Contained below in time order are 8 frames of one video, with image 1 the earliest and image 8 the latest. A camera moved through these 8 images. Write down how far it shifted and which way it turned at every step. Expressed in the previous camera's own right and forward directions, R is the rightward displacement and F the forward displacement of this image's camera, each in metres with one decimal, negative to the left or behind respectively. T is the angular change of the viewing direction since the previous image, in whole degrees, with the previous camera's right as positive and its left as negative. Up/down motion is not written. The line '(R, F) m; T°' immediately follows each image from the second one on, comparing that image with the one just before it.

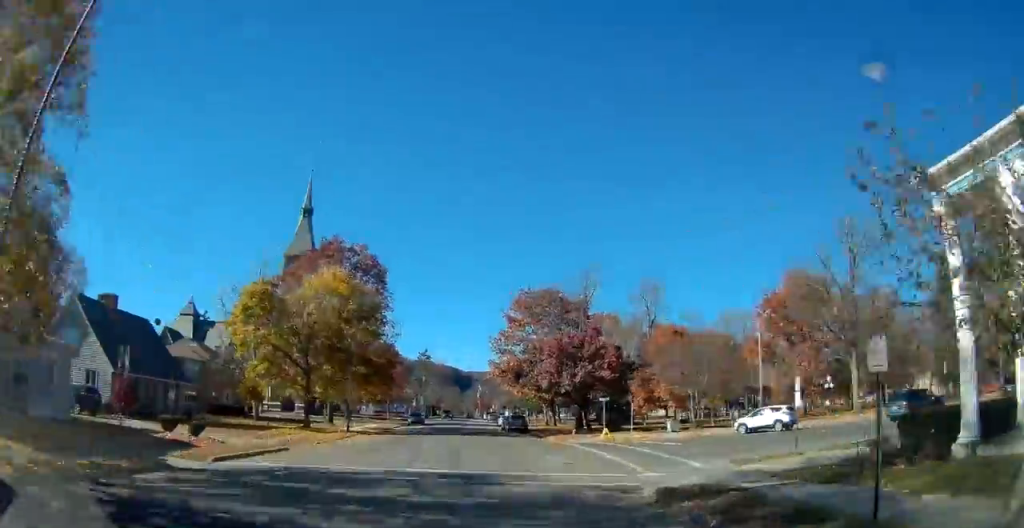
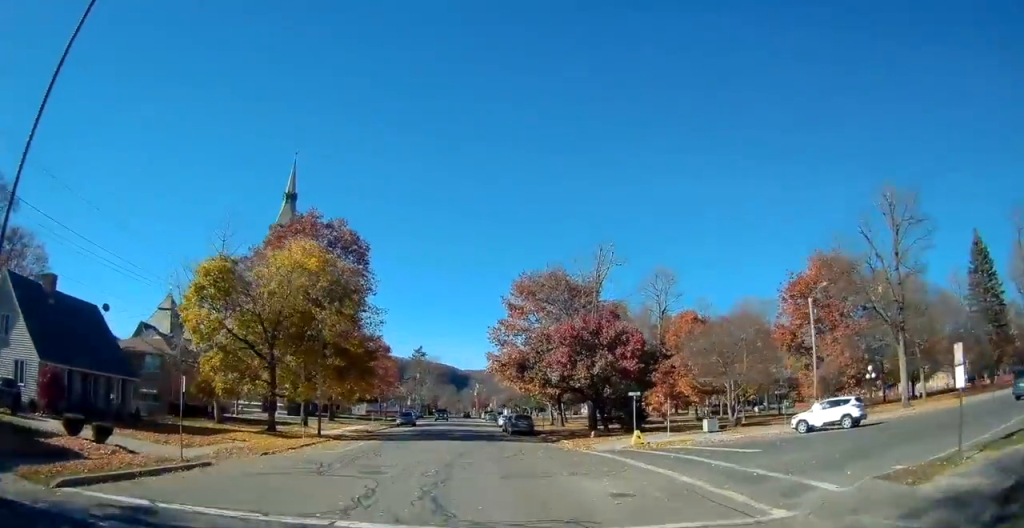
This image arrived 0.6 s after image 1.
(-0.2, +7.2) m; +1°
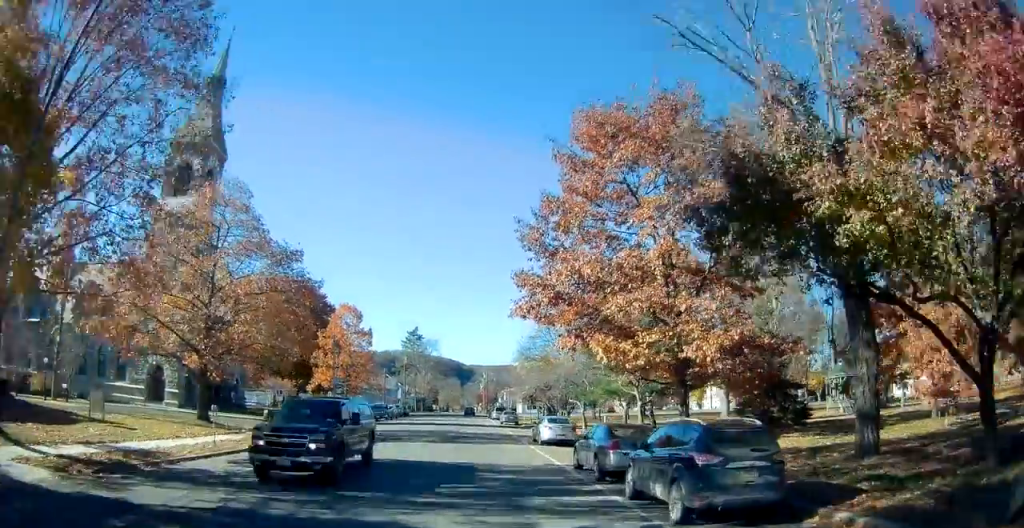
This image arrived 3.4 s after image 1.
(-1.1, +31.5) m; -4°
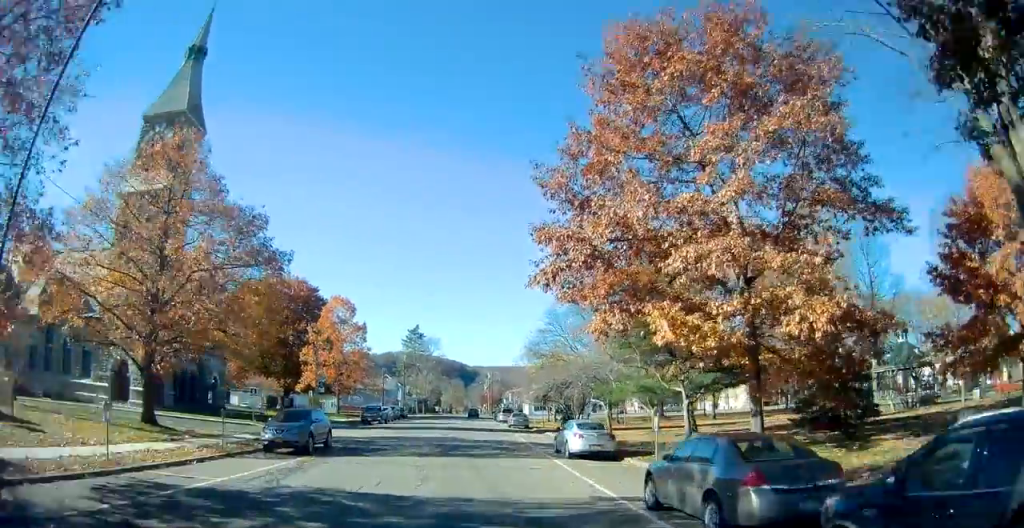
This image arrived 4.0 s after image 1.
(0.0, +7.5) m; 0°
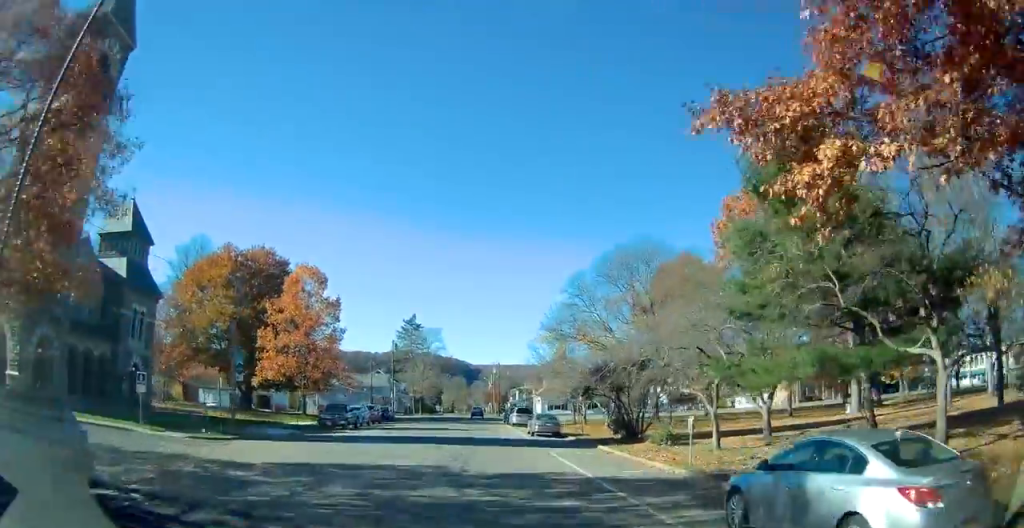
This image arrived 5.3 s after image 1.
(+0.1, +17.9) m; -1°
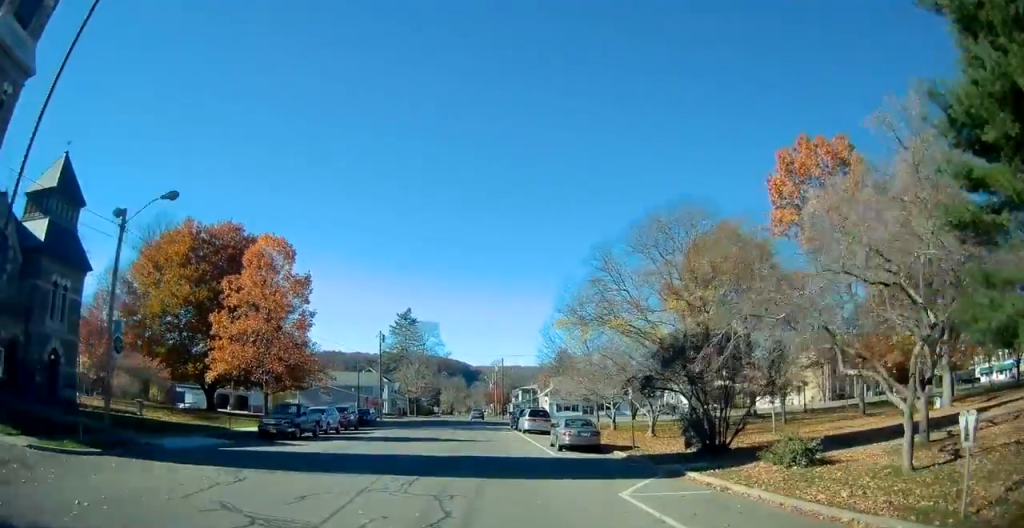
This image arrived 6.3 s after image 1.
(-0.3, +11.4) m; 0°
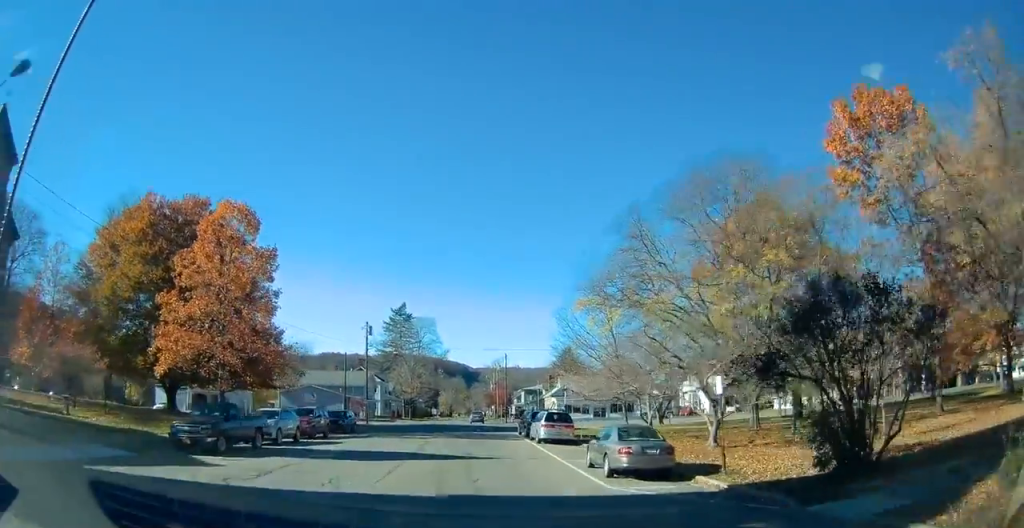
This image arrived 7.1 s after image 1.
(+0.1, +9.2) m; +1°
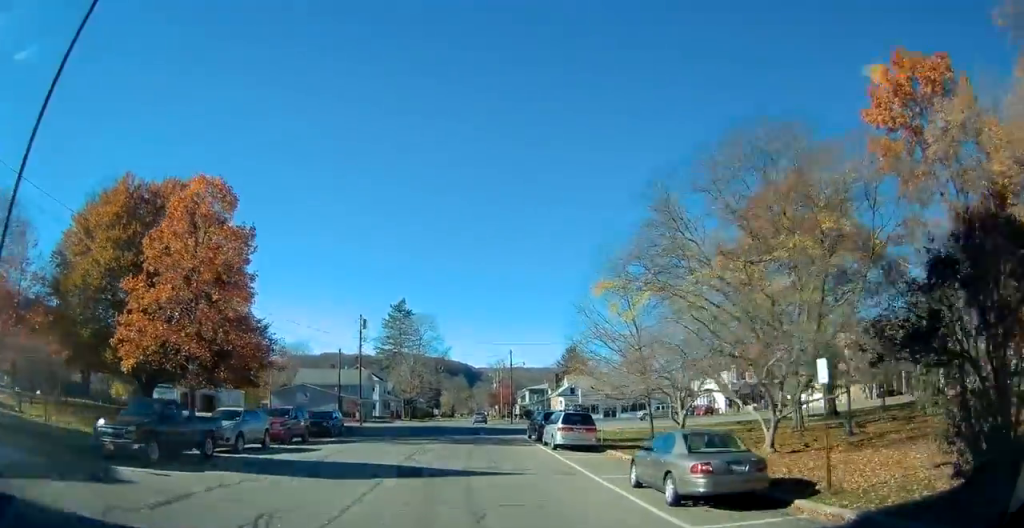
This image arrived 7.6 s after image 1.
(+0.1, +5.1) m; +1°
